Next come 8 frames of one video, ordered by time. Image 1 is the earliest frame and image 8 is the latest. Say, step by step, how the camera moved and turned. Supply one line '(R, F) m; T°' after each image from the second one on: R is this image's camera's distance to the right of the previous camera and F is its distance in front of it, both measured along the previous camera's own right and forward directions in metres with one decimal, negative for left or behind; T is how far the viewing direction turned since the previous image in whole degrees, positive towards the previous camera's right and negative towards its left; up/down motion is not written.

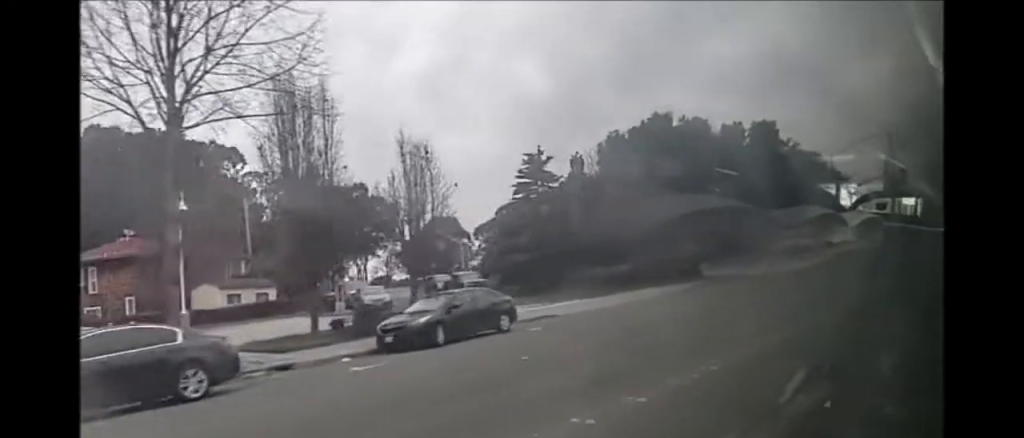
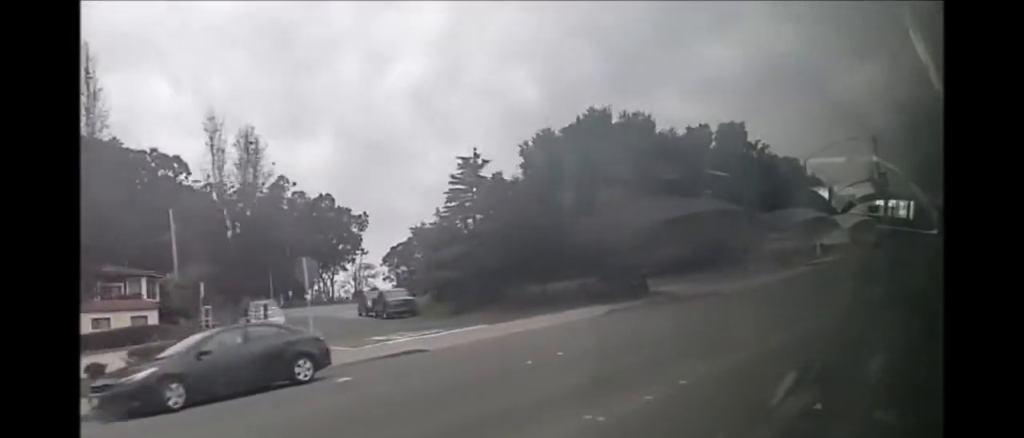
(0.0, +6.5) m; 0°
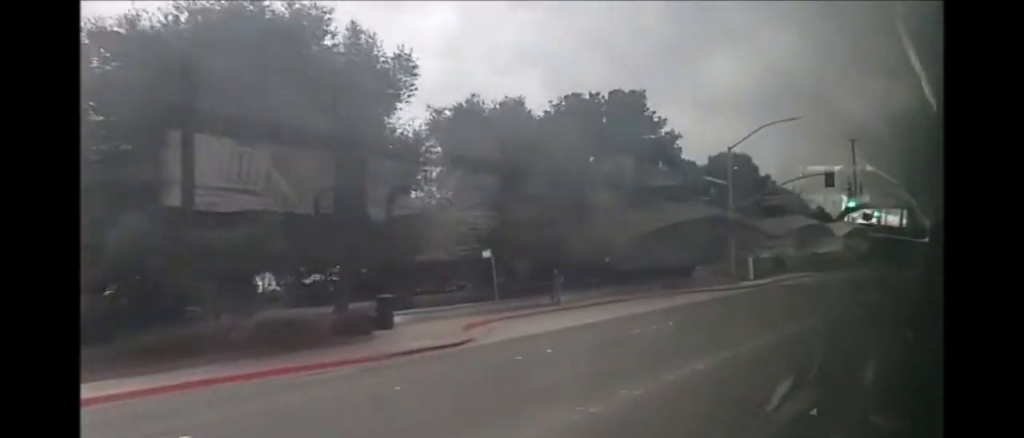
(-0.3, +21.3) m; +1°
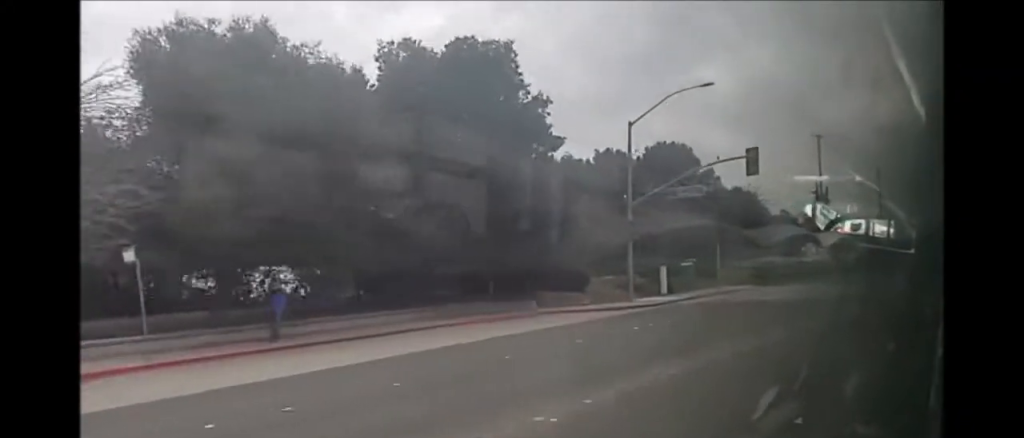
(+0.3, +12.8) m; +1°
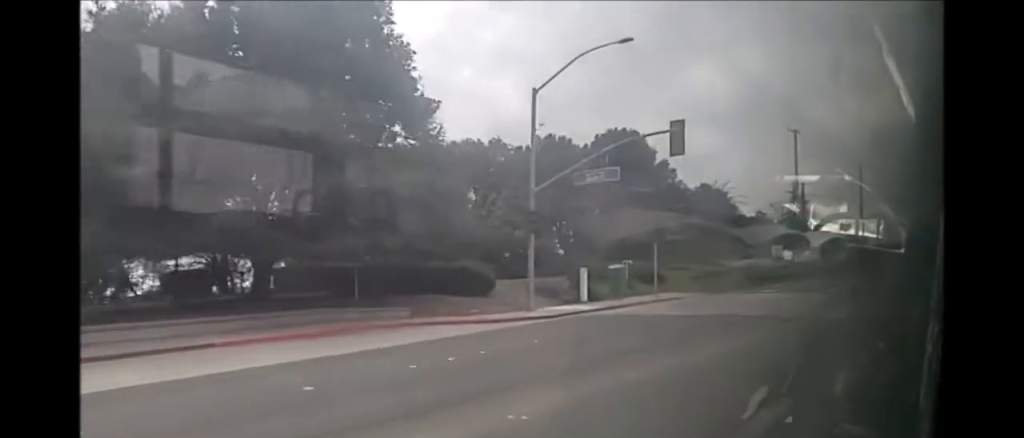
(0.0, +8.7) m; -1°
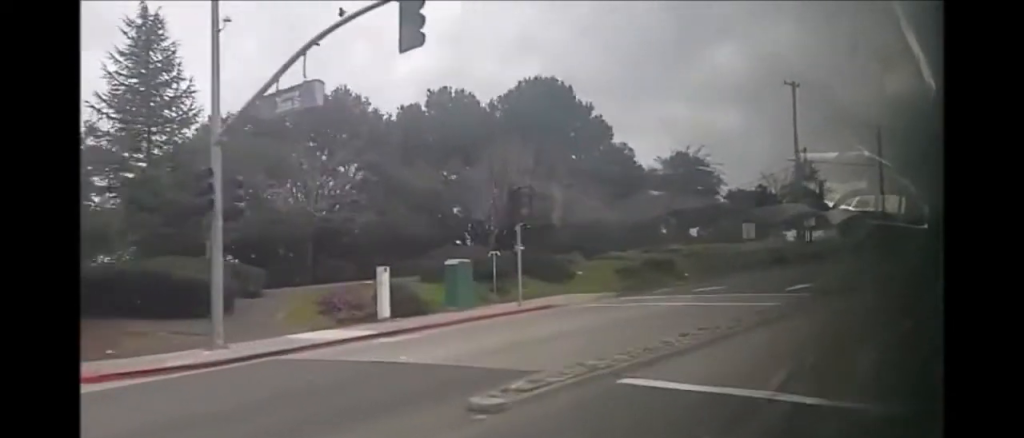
(-0.4, +14.9) m; -2°
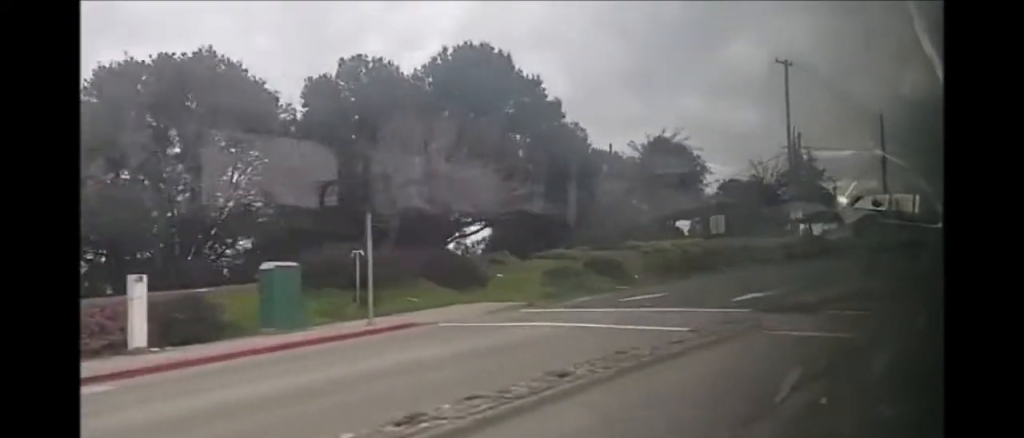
(-0.1, +7.7) m; +1°
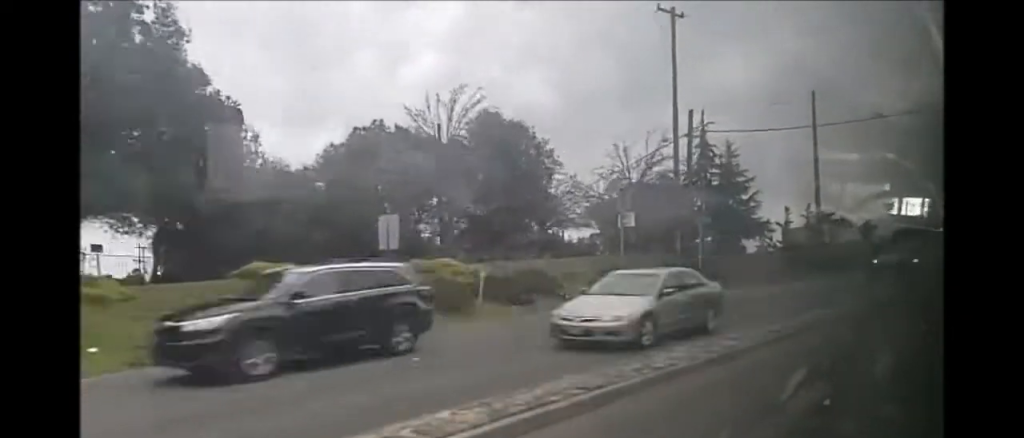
(+1.0, +21.9) m; +3°
